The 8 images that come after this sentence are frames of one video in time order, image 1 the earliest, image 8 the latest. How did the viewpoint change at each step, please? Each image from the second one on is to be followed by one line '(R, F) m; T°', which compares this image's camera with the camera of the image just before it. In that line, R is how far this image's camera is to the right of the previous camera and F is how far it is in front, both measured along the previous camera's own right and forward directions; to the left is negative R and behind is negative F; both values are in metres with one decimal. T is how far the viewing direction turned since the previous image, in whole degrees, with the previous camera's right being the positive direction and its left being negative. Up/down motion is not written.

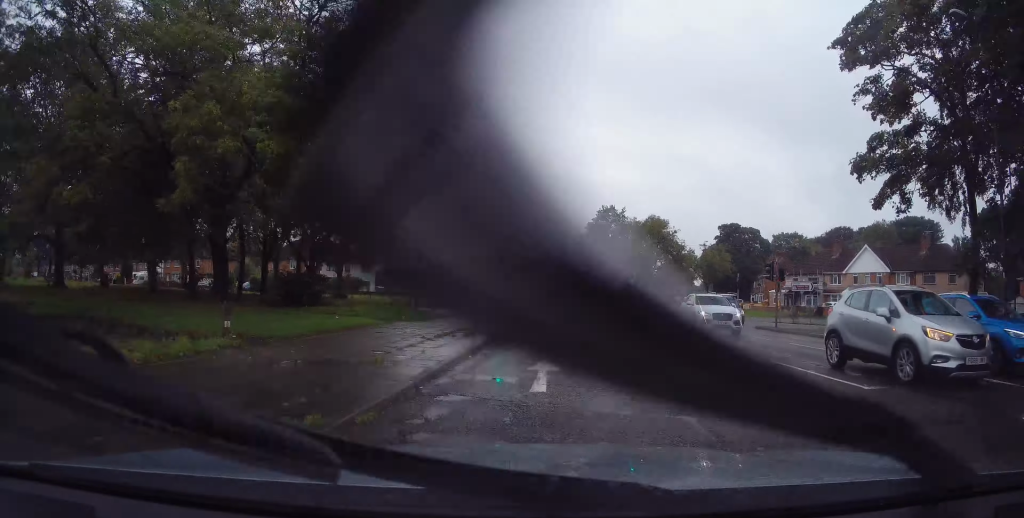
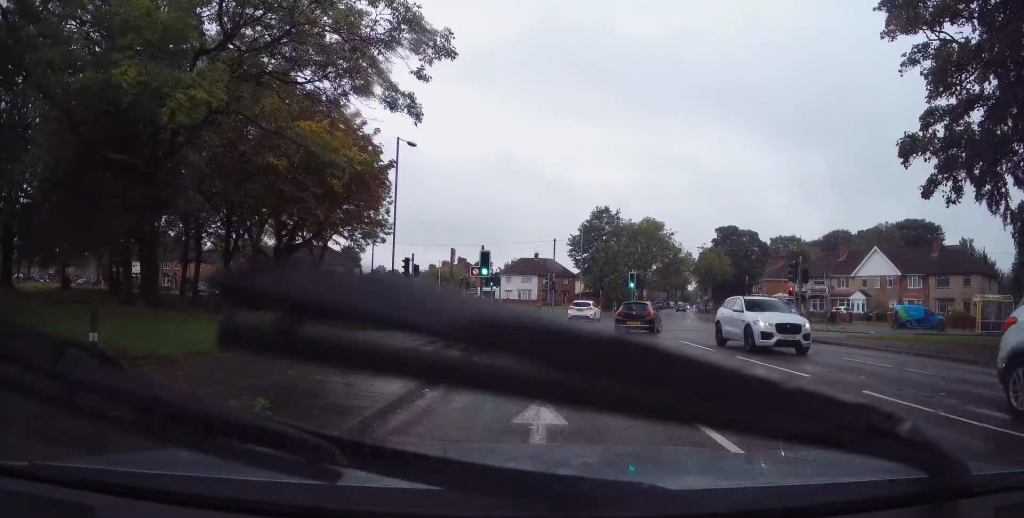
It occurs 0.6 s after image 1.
(+0.1, +3.9) m; +1°
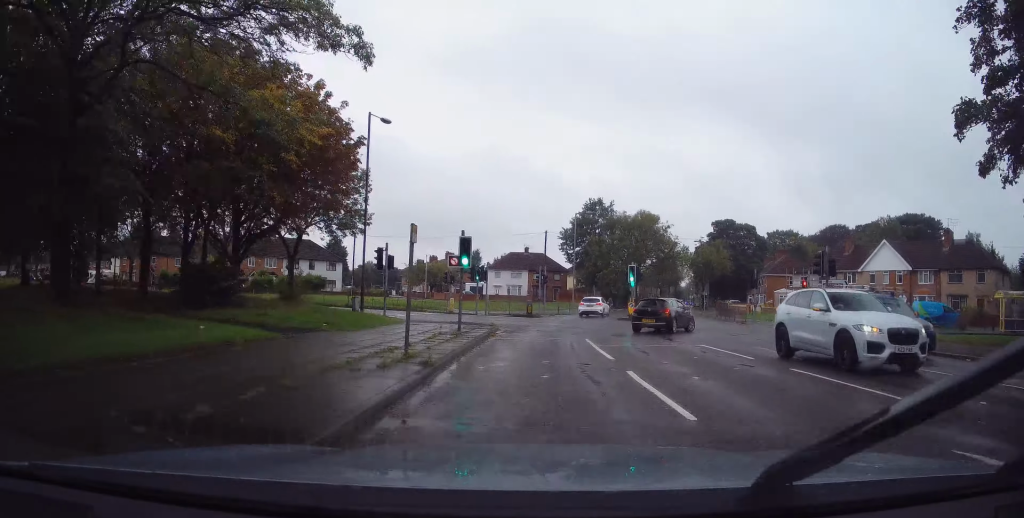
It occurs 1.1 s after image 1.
(0.0, +3.4) m; 0°
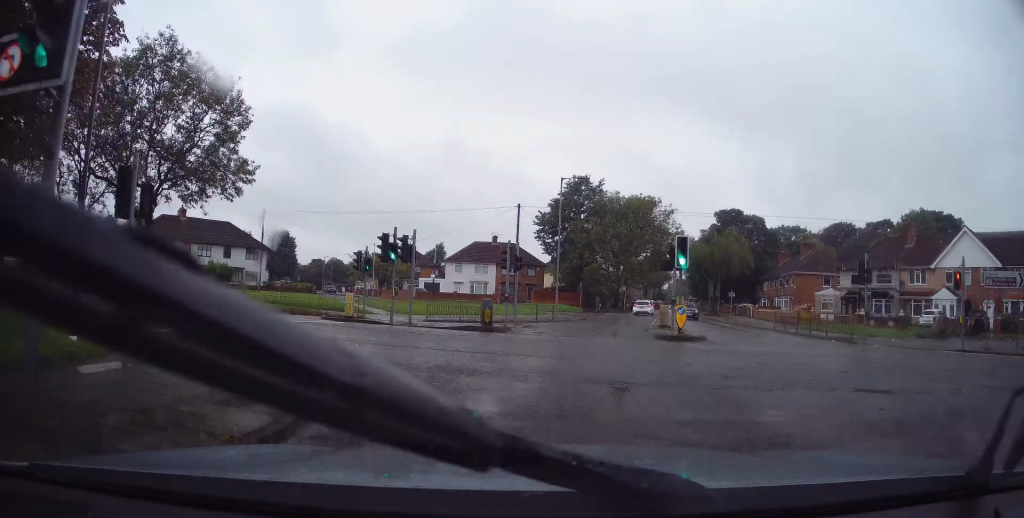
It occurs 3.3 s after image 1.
(+0.7, +16.9) m; +4°
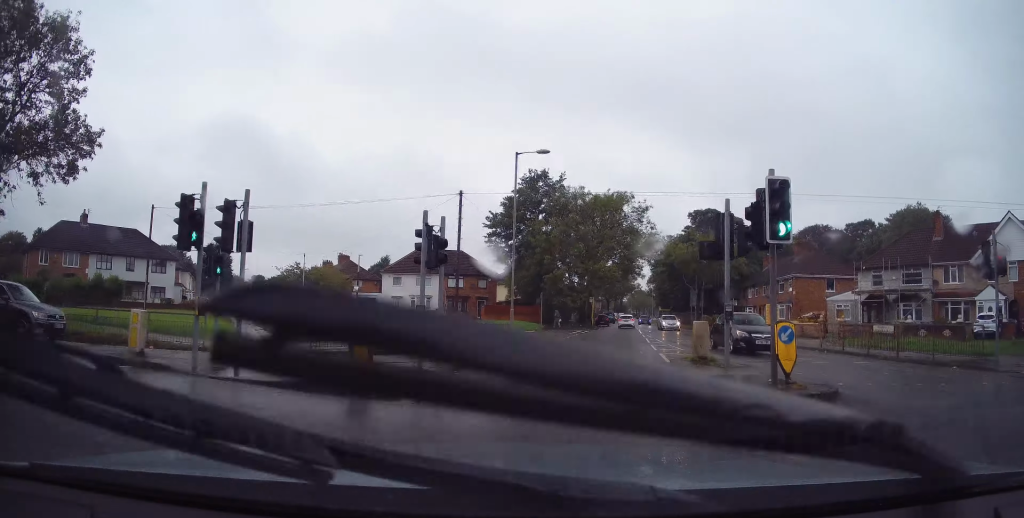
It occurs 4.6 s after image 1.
(+0.4, +10.4) m; +6°
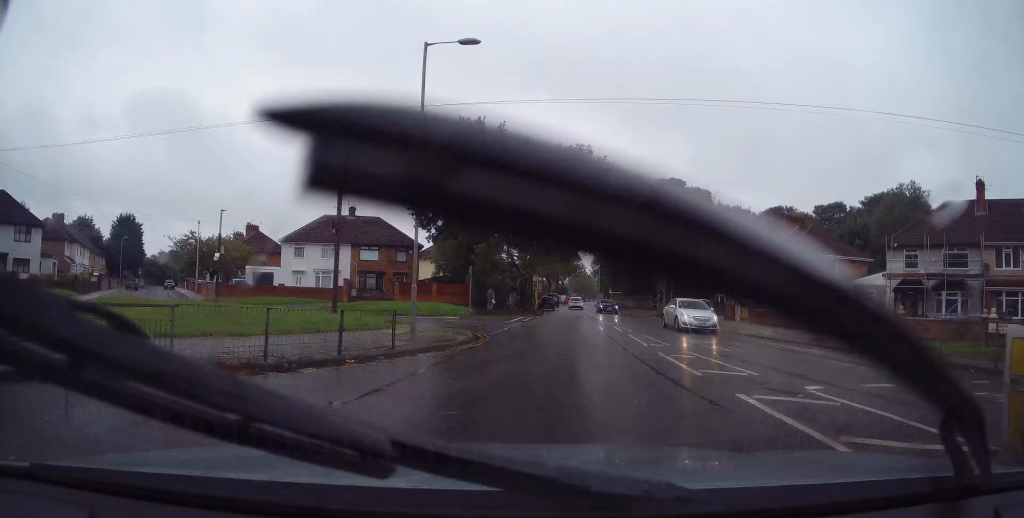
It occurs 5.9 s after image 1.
(+0.5, +11.5) m; +6°
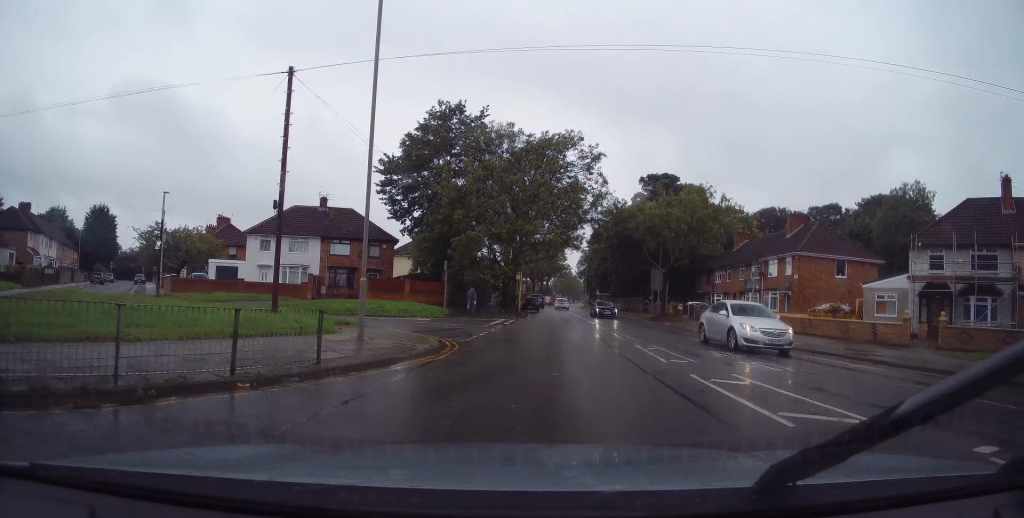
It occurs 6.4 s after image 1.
(+0.1, +3.9) m; +1°
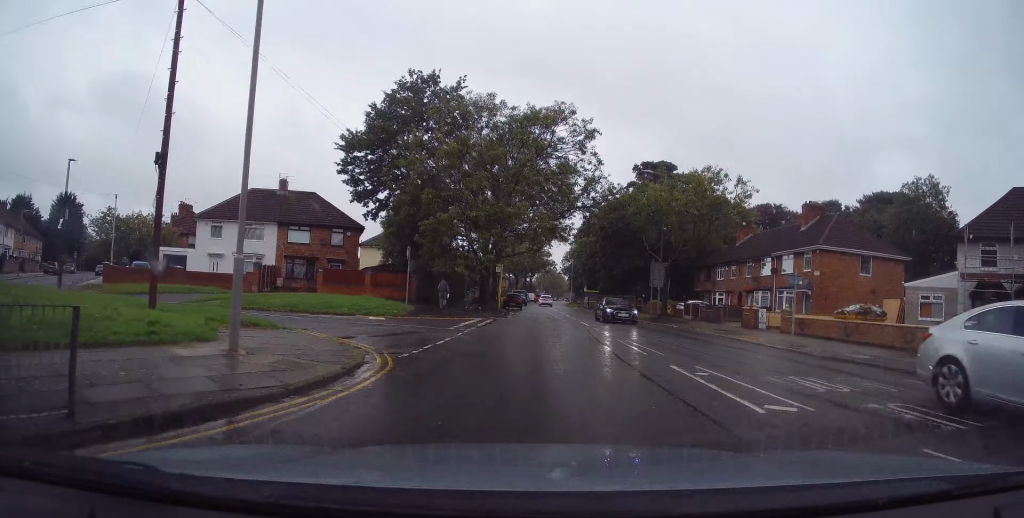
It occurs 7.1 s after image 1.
(+0.5, +5.6) m; +1°
